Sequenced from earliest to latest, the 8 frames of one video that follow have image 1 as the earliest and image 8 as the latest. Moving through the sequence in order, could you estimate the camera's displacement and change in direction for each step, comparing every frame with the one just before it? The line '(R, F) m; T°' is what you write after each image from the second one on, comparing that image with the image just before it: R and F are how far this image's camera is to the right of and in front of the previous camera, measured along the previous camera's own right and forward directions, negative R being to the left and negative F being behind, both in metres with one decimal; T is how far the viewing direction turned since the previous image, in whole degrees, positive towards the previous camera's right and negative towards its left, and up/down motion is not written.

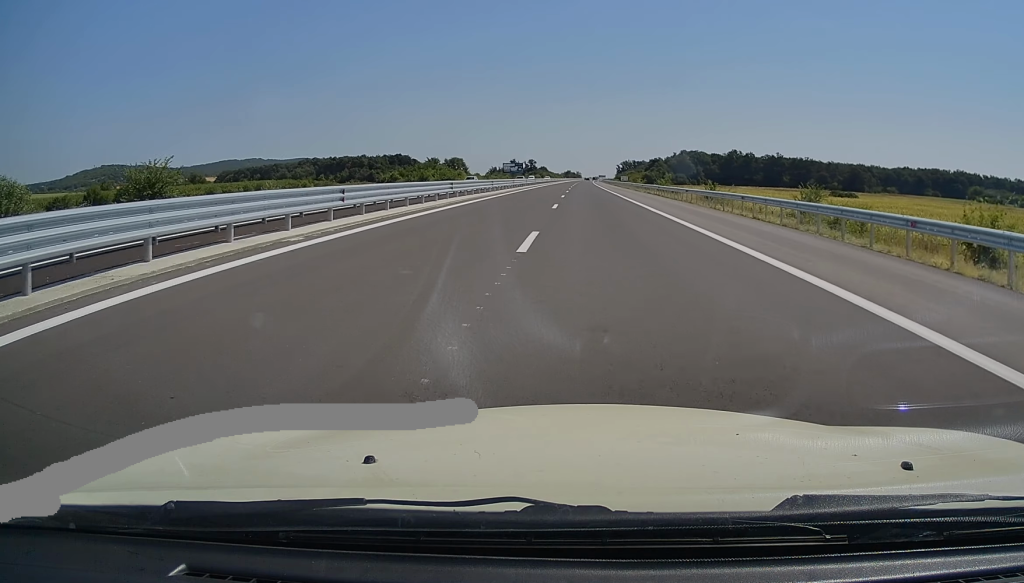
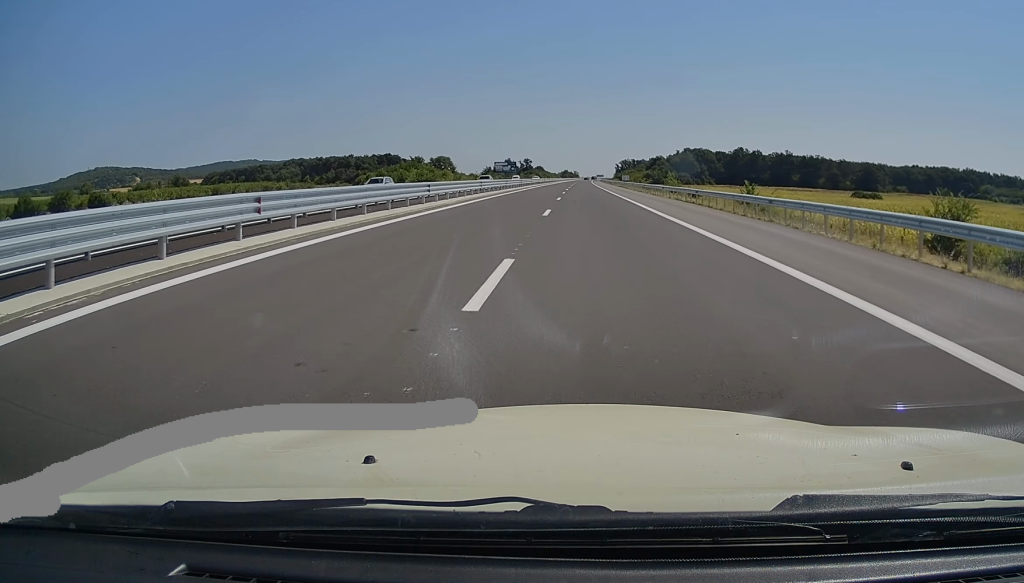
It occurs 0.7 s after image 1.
(0.0, +20.8) m; 0°
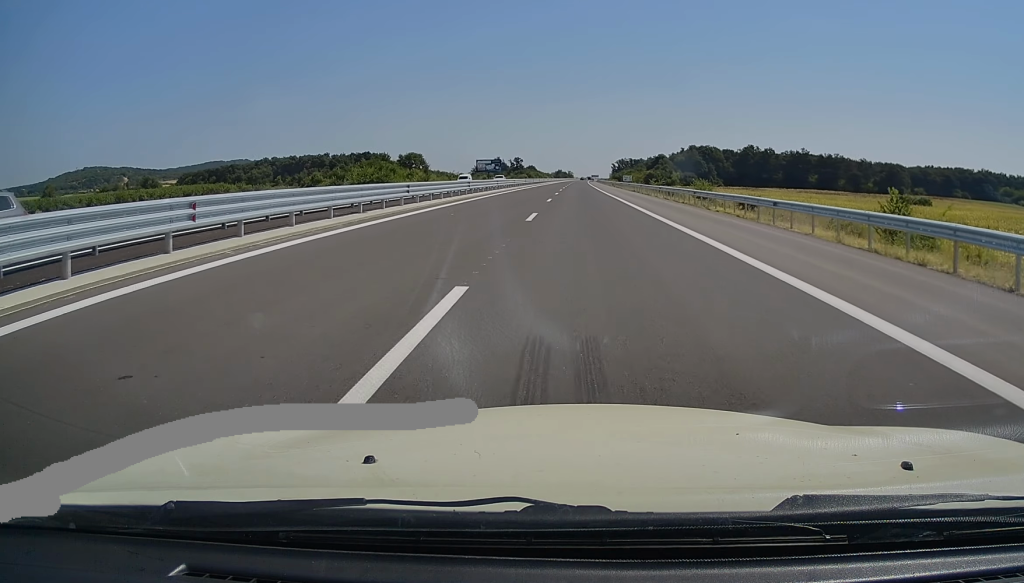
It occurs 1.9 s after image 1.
(+0.1, +34.1) m; +1°
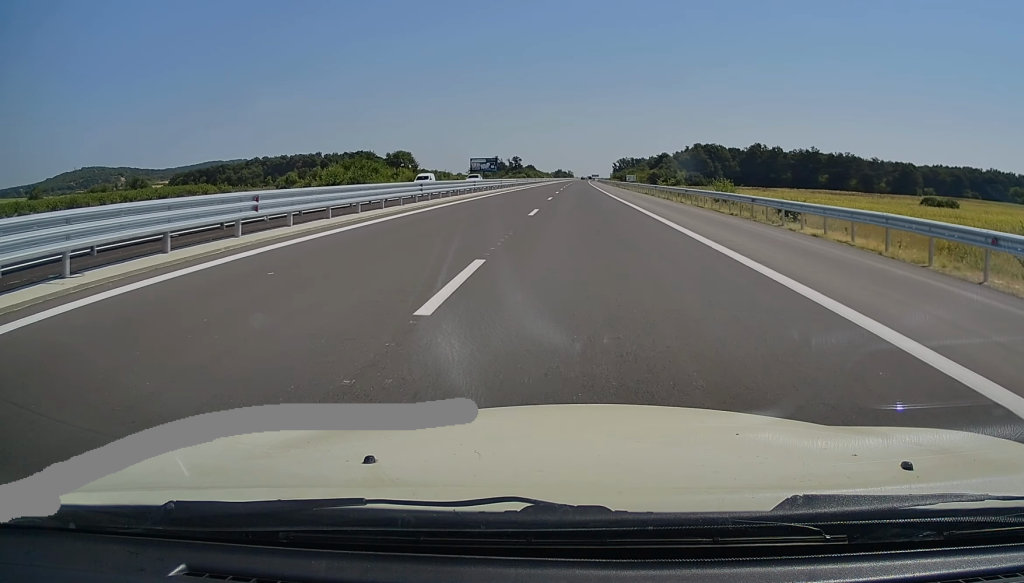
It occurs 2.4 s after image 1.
(+0.2, +13.2) m; 0°
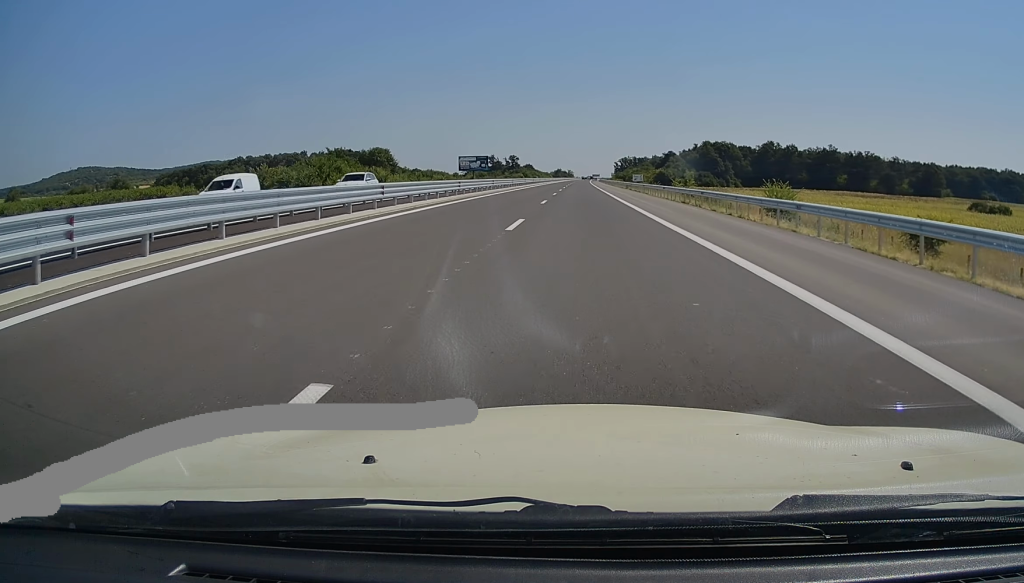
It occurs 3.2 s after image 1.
(+0.2, +21.7) m; 0°
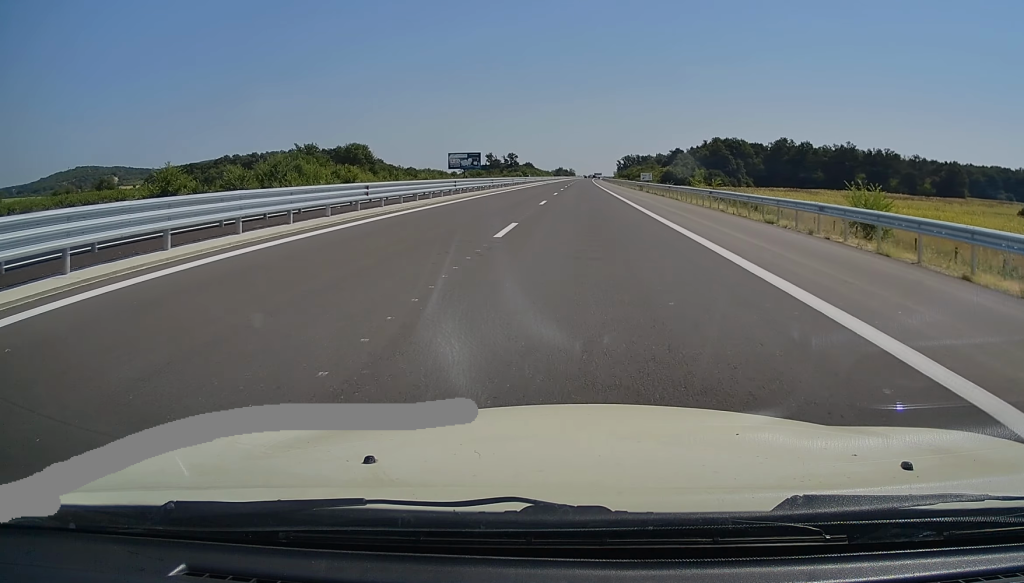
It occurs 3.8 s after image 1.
(0.0, +17.8) m; 0°
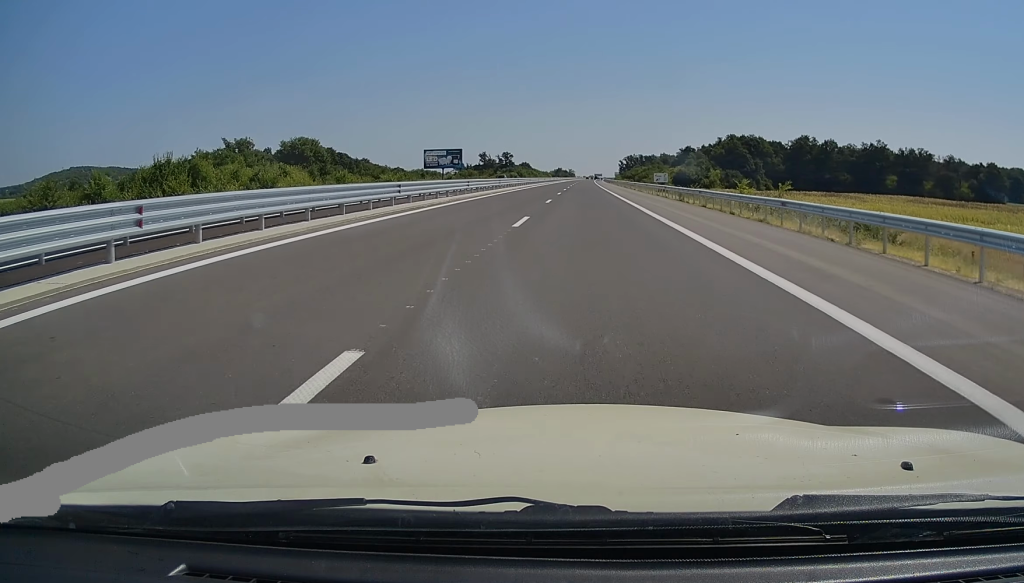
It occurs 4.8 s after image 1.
(0.0, +28.1) m; 0°
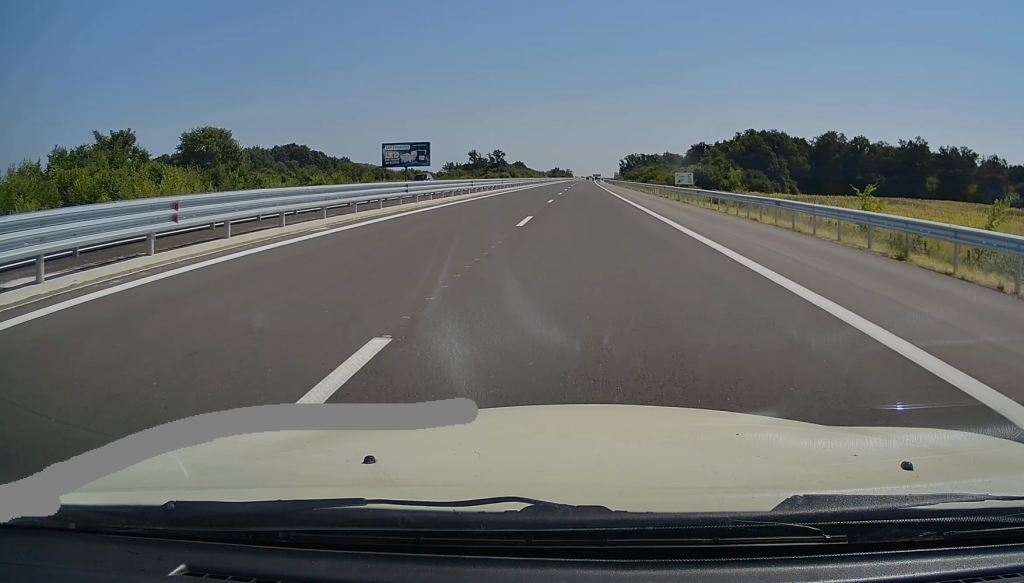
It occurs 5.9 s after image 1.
(-0.1, +30.9) m; -1°
